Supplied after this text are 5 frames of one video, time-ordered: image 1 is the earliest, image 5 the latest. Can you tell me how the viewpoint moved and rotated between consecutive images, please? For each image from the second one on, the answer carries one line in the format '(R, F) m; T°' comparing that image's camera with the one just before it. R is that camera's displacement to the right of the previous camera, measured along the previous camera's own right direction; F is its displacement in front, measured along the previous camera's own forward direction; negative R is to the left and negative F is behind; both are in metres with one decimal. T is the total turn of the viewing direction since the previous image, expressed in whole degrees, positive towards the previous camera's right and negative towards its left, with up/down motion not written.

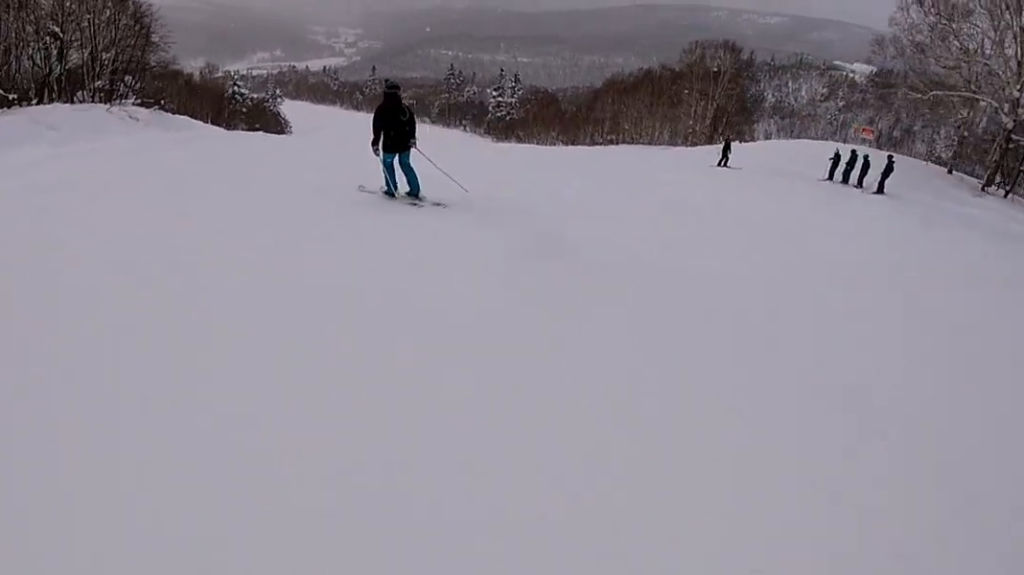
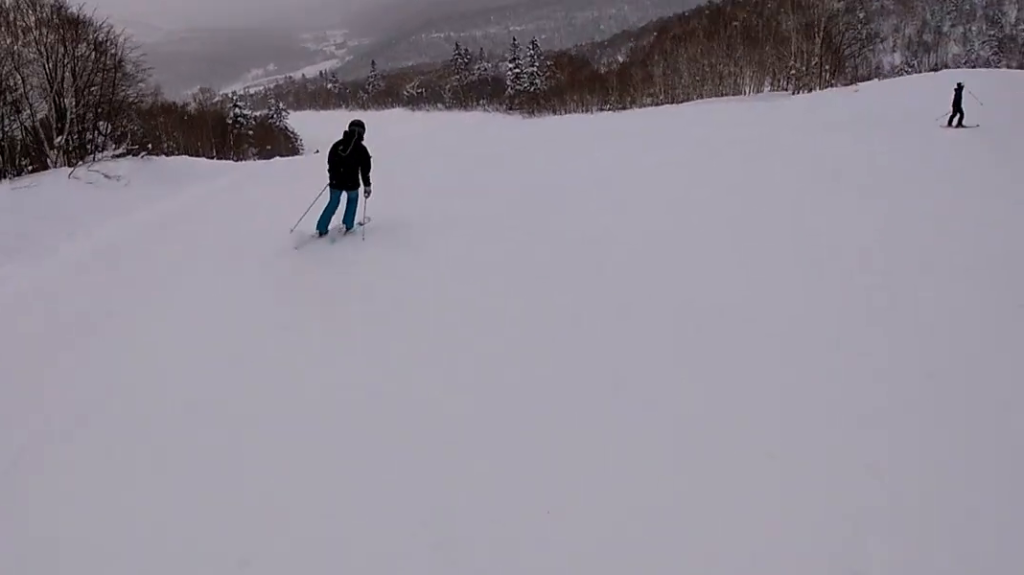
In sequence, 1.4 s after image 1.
(+1.1, +11.4) m; +18°
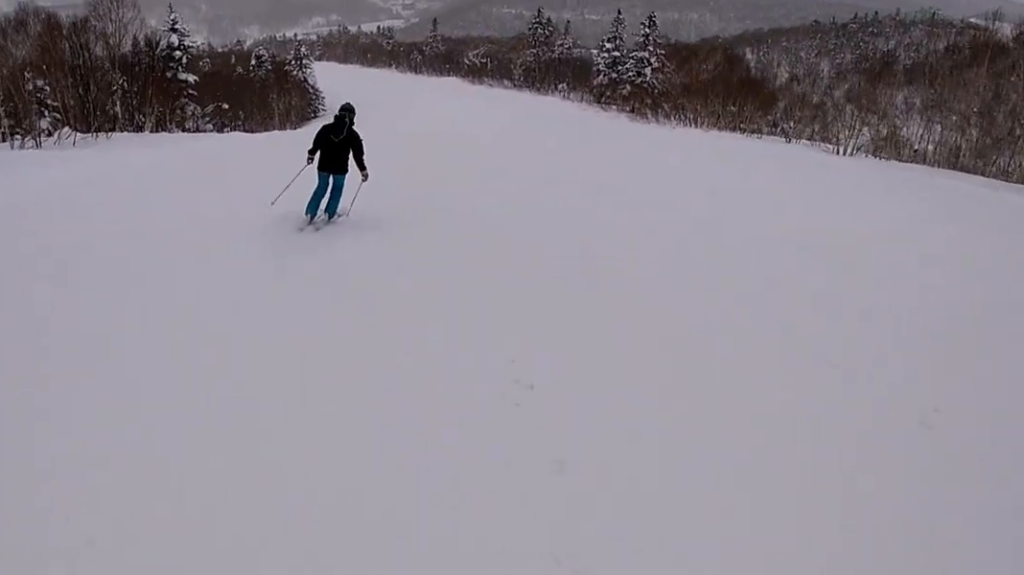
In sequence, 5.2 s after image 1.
(-1.9, +36.5) m; -3°
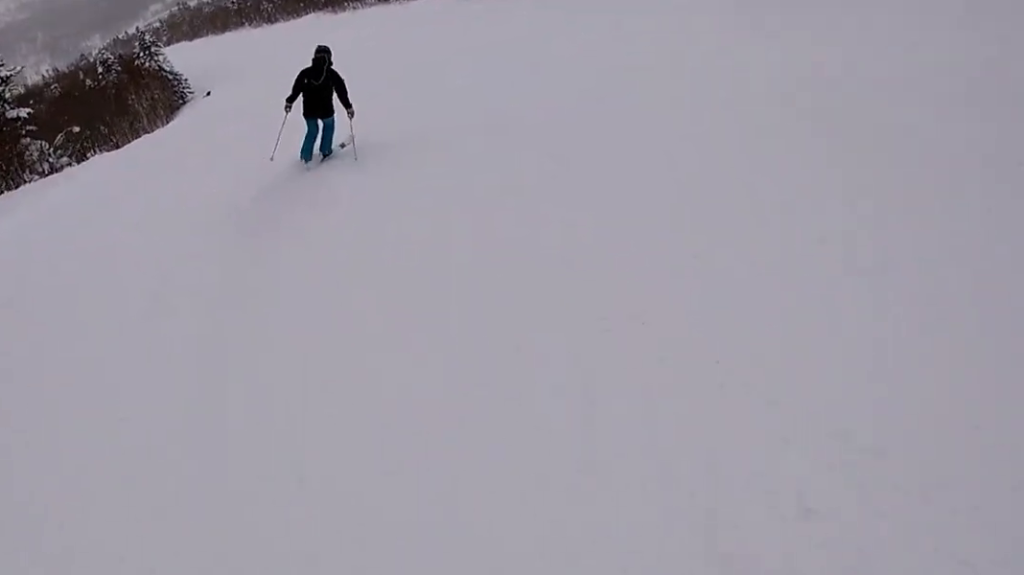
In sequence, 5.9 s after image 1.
(+0.6, +8.1) m; +4°
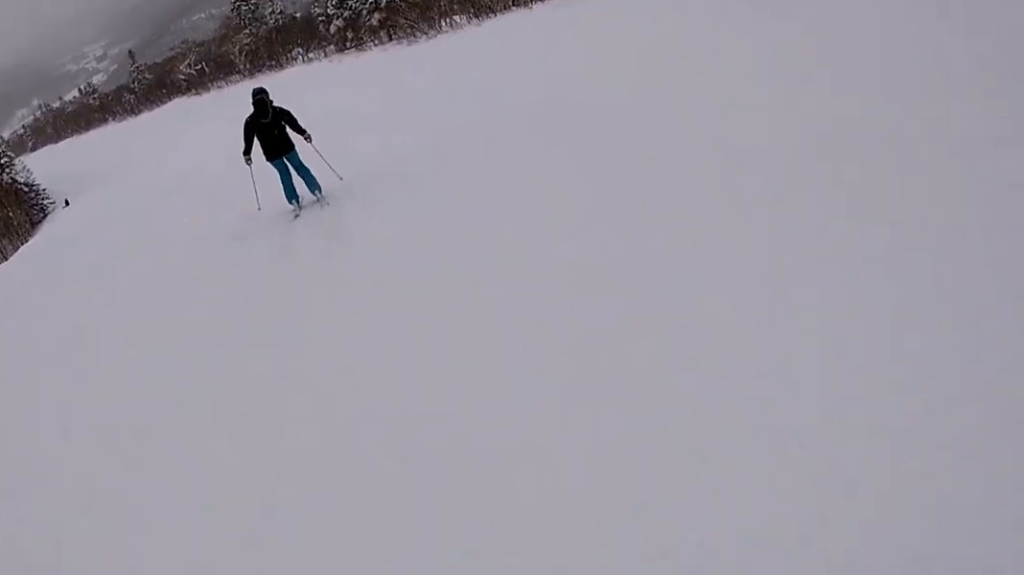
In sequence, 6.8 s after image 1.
(+0.4, +10.3) m; -2°
